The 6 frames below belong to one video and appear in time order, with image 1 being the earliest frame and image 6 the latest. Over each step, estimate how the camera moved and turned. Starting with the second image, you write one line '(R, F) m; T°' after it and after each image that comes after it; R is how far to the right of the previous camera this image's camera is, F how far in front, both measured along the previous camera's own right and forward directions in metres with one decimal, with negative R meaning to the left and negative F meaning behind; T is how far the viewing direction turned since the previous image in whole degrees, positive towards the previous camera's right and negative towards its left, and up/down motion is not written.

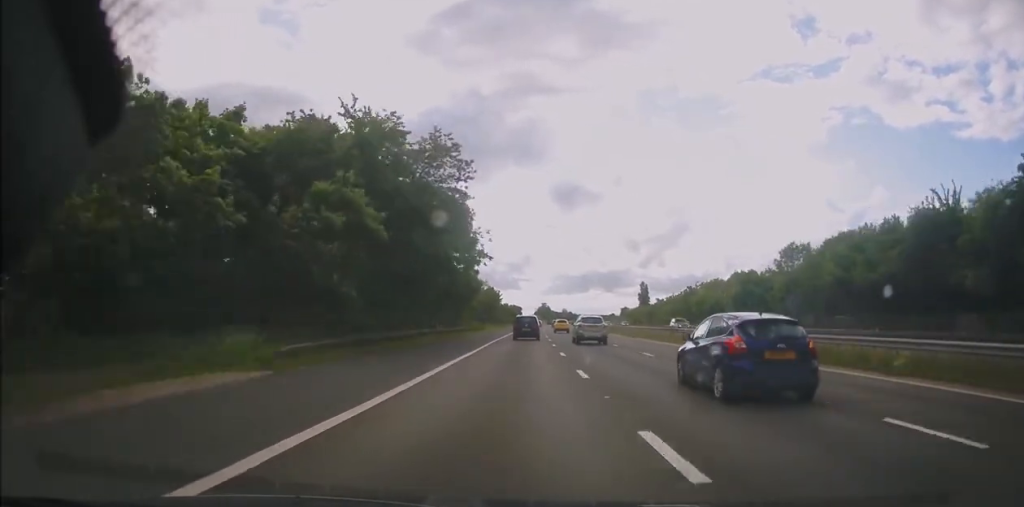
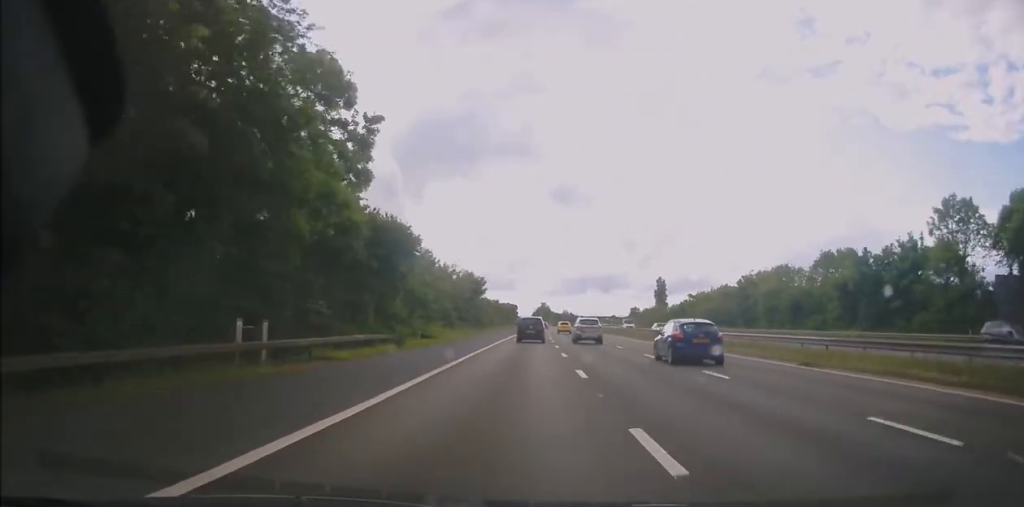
(+0.5, +36.2) m; +1°
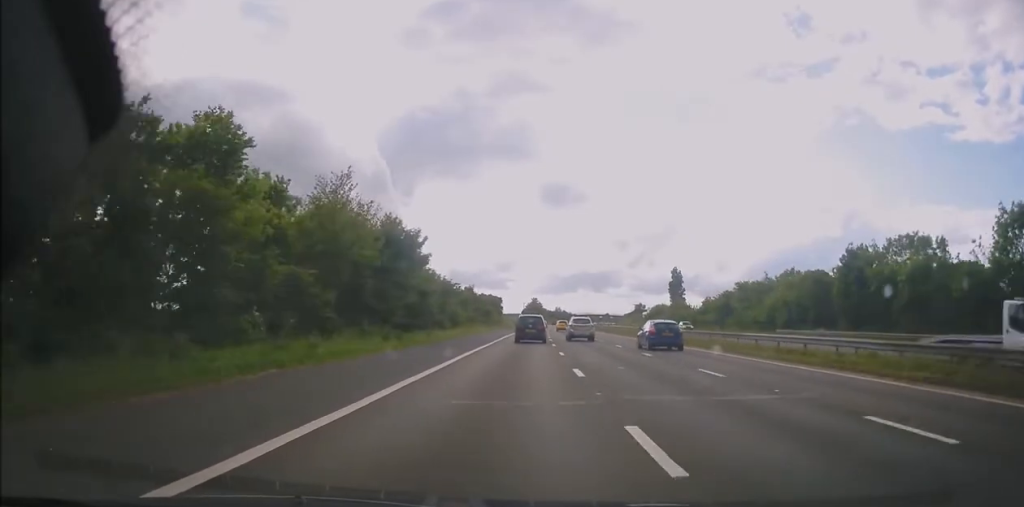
(0.0, +36.3) m; +1°
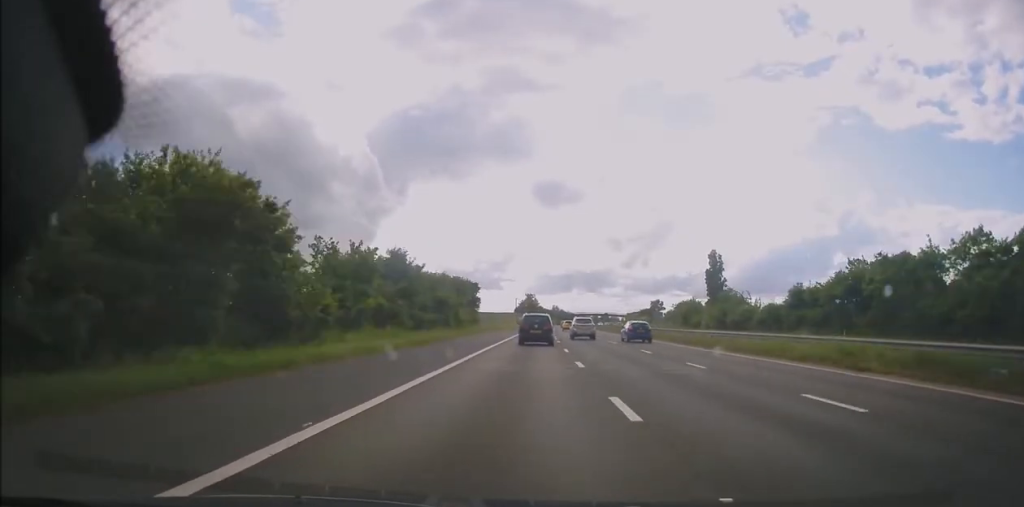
(+0.4, +42.8) m; +1°
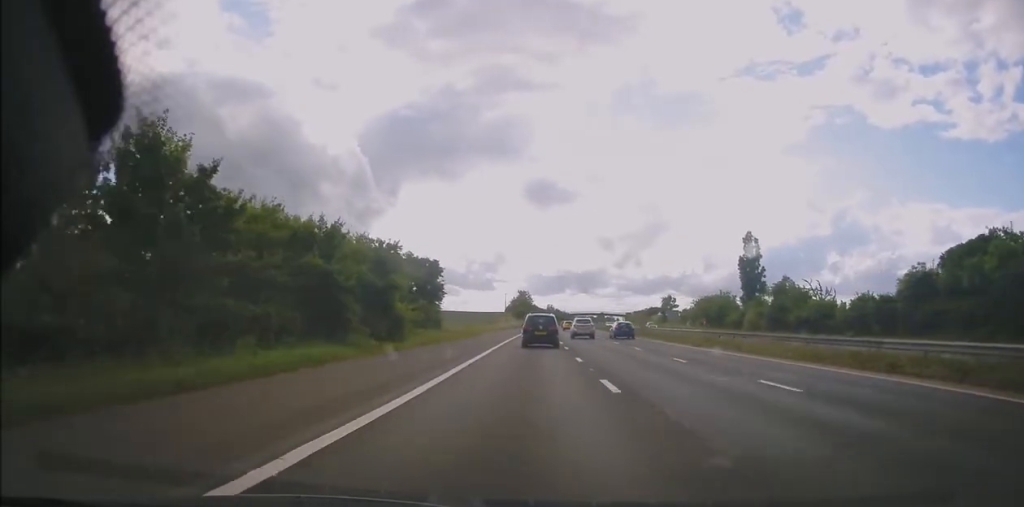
(0.0, +27.3) m; 0°
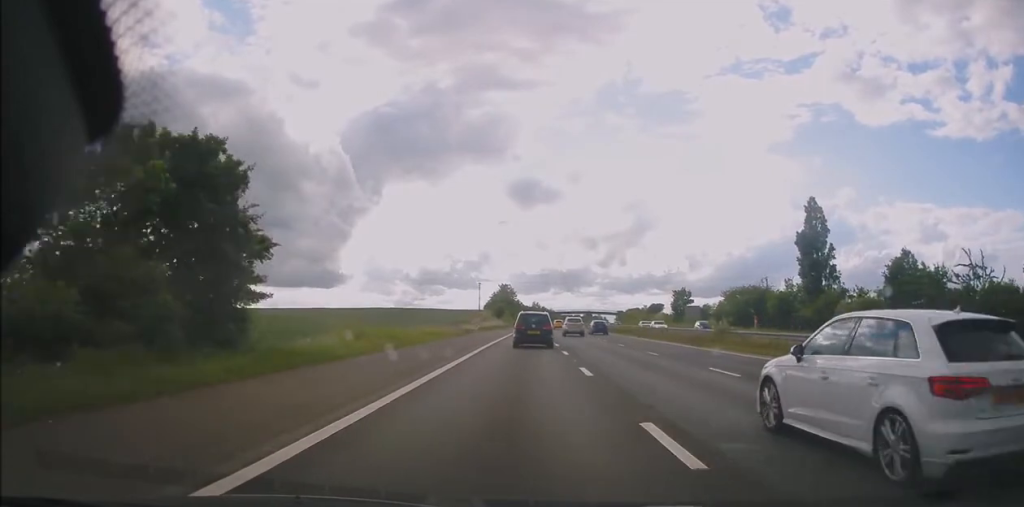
(+0.1, +32.3) m; +1°
